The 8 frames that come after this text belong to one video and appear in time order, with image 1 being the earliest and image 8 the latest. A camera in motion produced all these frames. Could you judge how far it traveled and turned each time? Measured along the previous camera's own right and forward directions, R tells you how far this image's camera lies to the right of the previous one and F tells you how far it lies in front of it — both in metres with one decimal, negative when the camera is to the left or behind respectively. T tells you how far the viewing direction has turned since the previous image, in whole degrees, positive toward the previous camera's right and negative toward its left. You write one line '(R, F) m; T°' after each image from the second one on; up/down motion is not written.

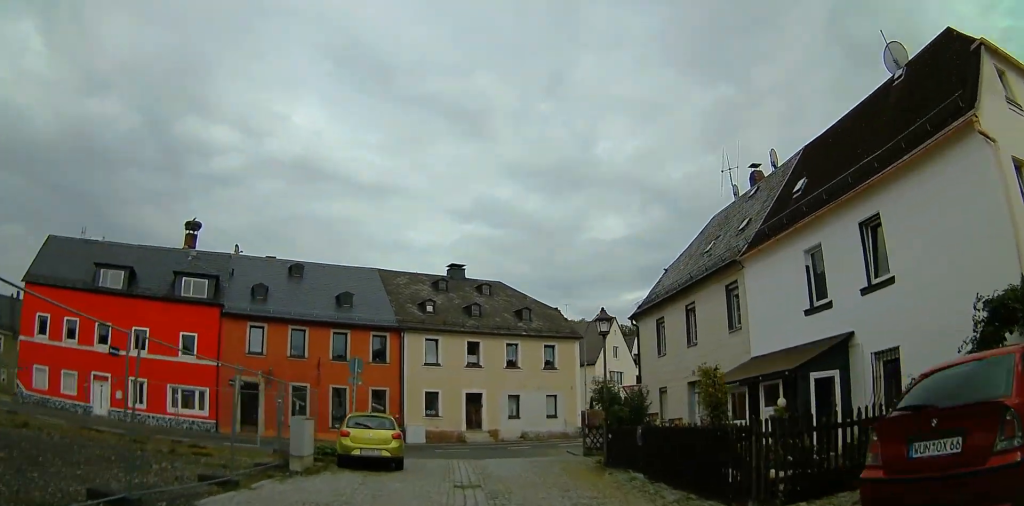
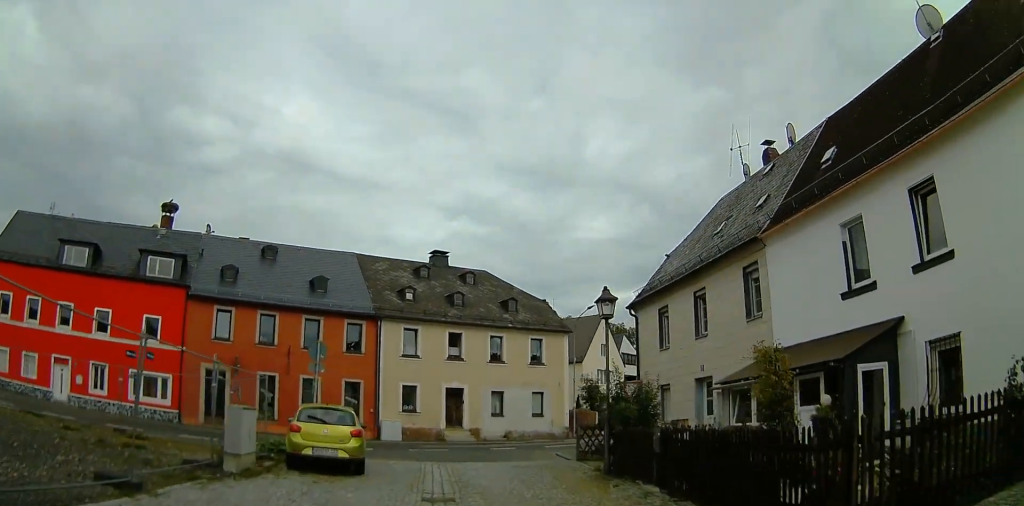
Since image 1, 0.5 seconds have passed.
(-0.3, +2.8) m; +6°
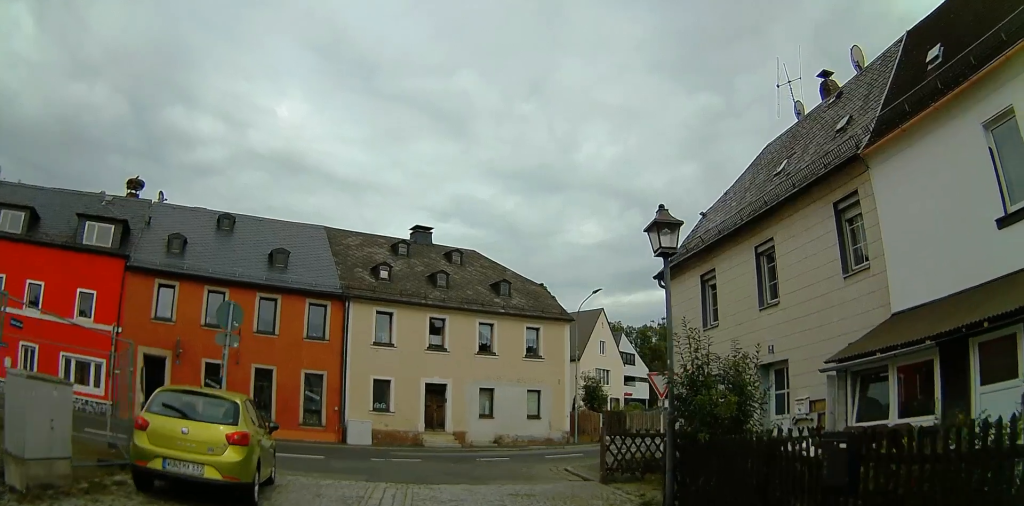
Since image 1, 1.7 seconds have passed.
(+1.2, +6.1) m; +8°
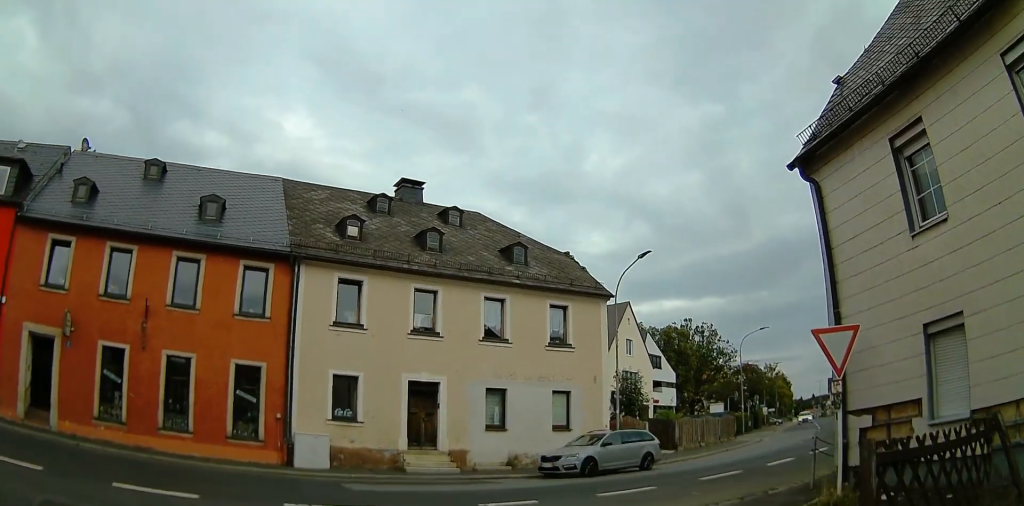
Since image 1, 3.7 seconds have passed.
(-0.6, +8.7) m; +8°
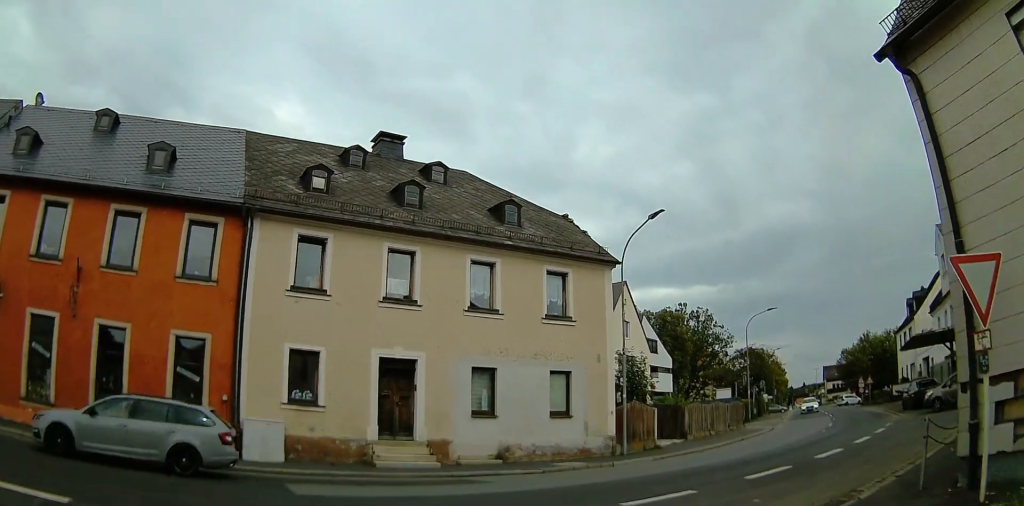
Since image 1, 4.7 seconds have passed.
(+0.4, +3.5) m; +7°
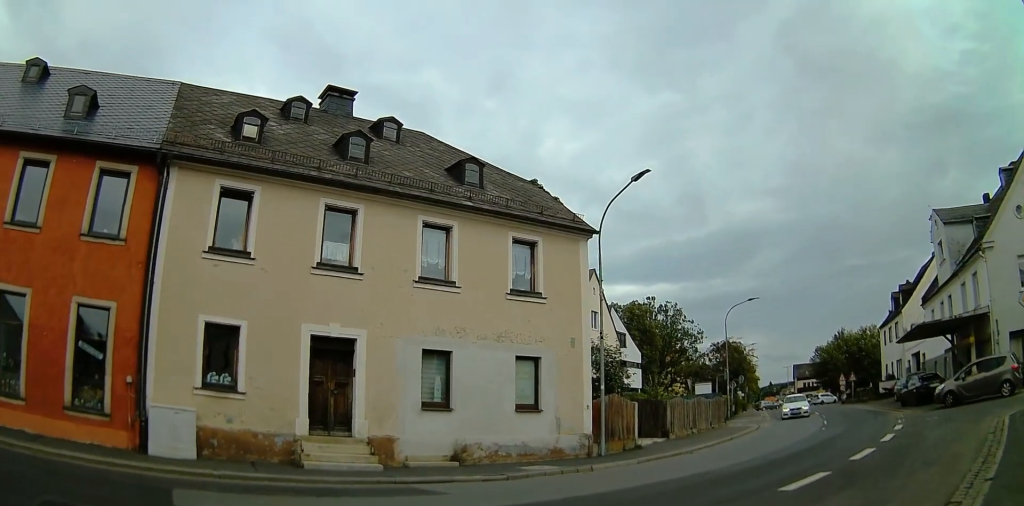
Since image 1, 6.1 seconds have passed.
(+0.1, +3.6) m; +1°
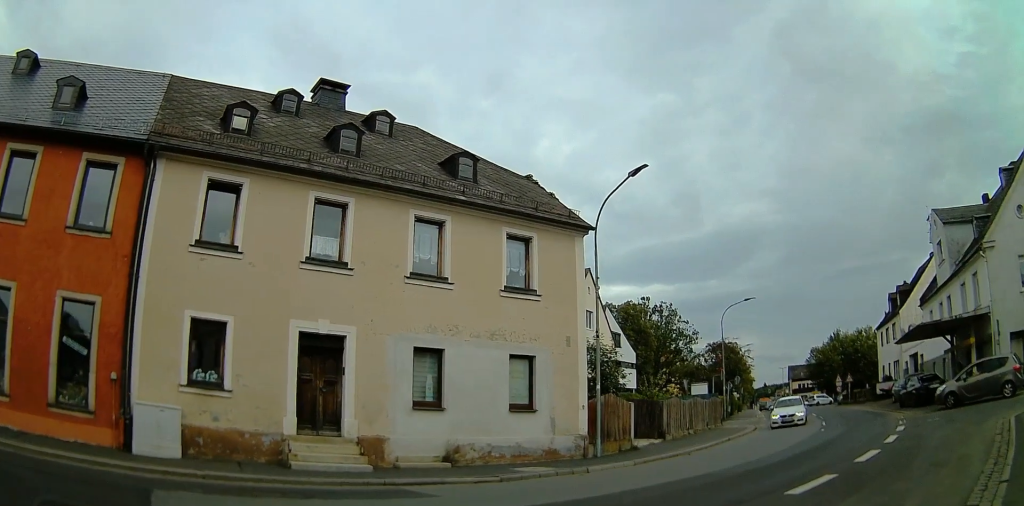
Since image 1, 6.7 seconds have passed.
(0.0, +0.6) m; 0°
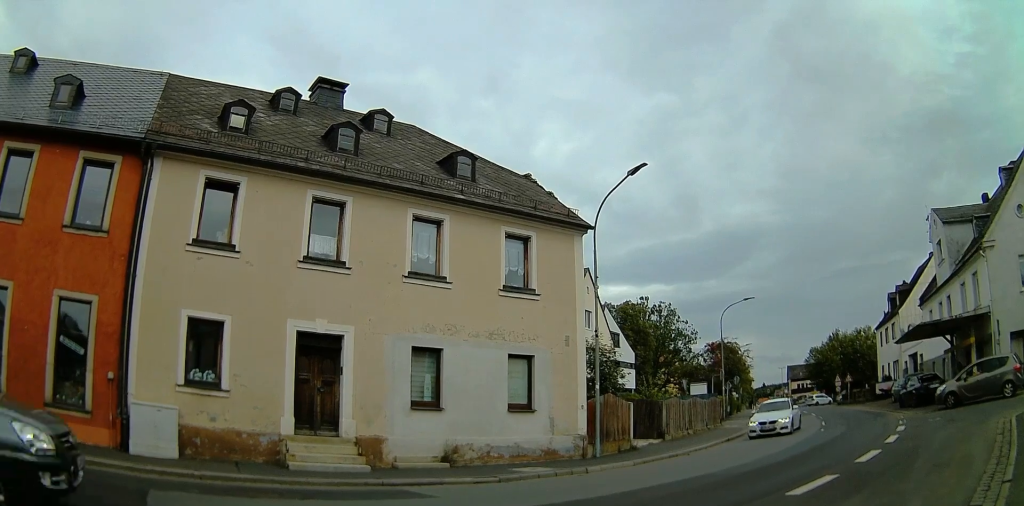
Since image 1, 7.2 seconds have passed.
(0.0, +0.5) m; 0°
